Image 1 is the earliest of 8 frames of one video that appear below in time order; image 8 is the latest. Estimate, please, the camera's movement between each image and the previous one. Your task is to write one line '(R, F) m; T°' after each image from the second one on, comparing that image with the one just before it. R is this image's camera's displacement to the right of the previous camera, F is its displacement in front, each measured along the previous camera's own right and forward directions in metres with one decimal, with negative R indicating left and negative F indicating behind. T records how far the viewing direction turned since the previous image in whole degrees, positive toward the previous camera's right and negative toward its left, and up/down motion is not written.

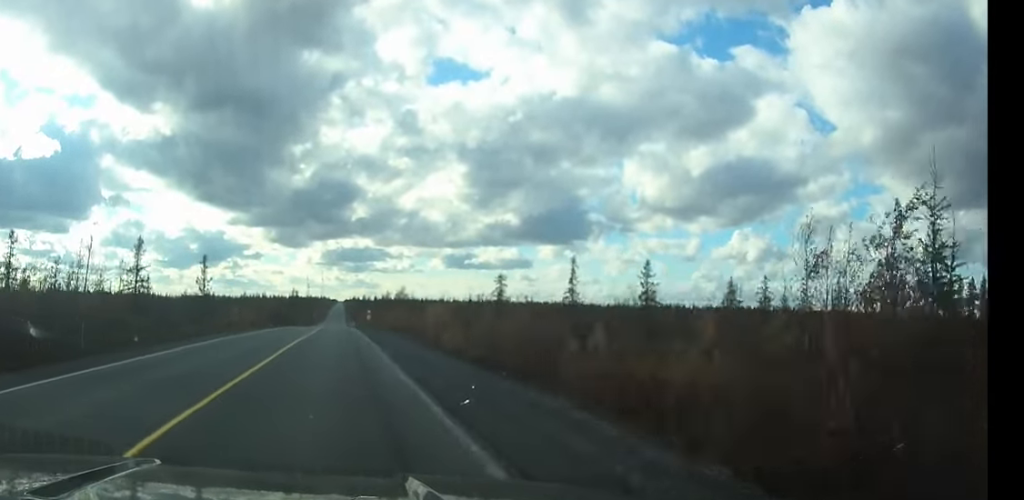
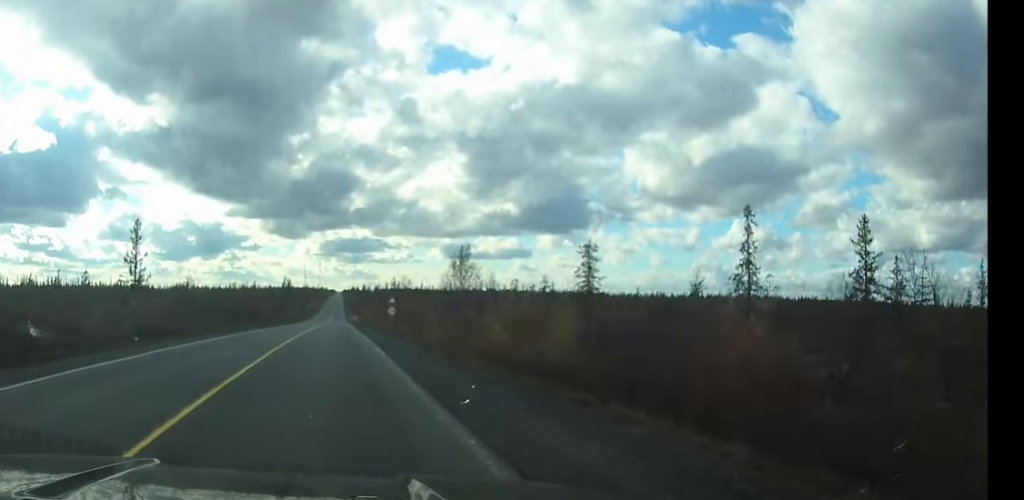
(0.0, +44.4) m; 0°
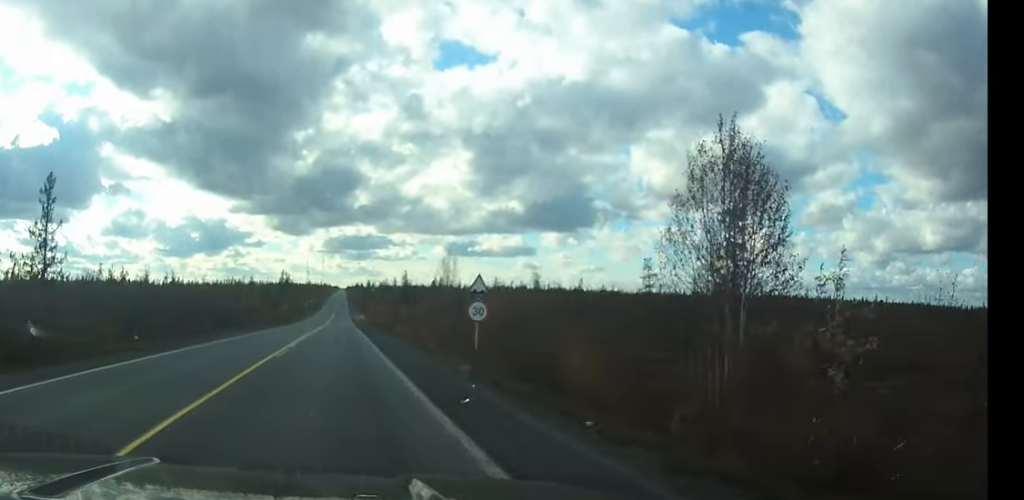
(0.0, +30.6) m; 0°
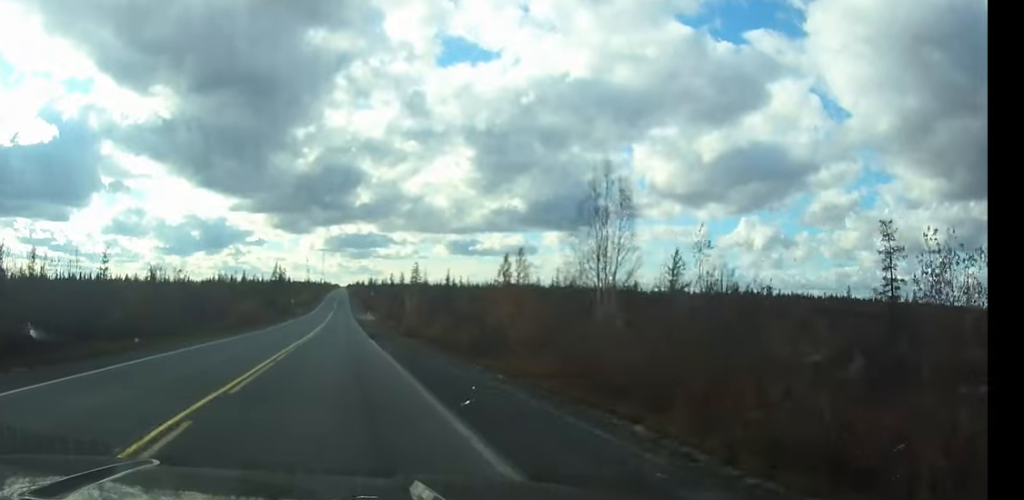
(0.0, +30.7) m; 0°
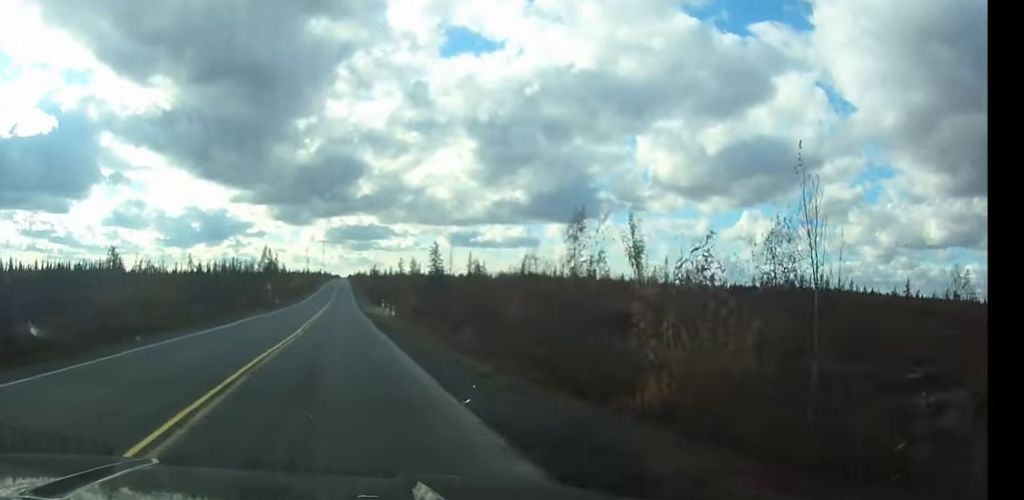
(0.0, +37.6) m; 0°
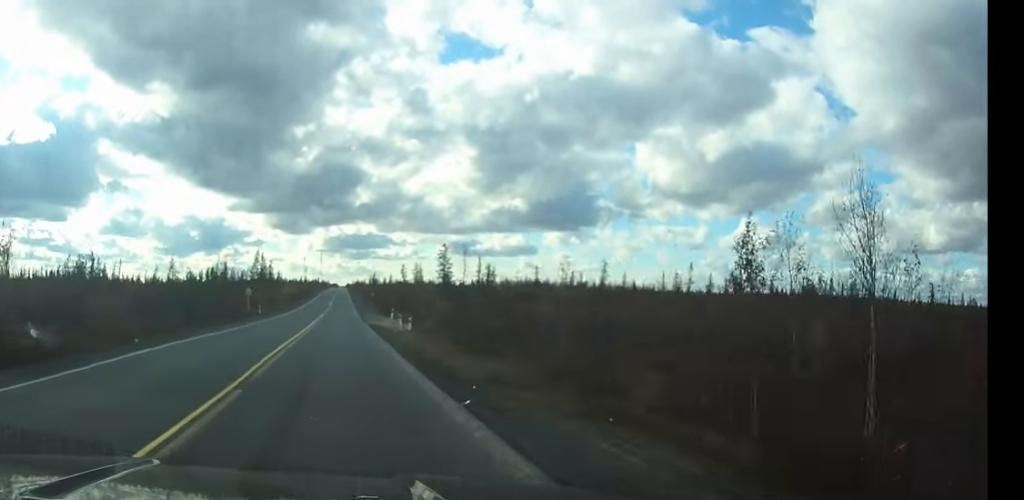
(0.0, +15.0) m; 0°
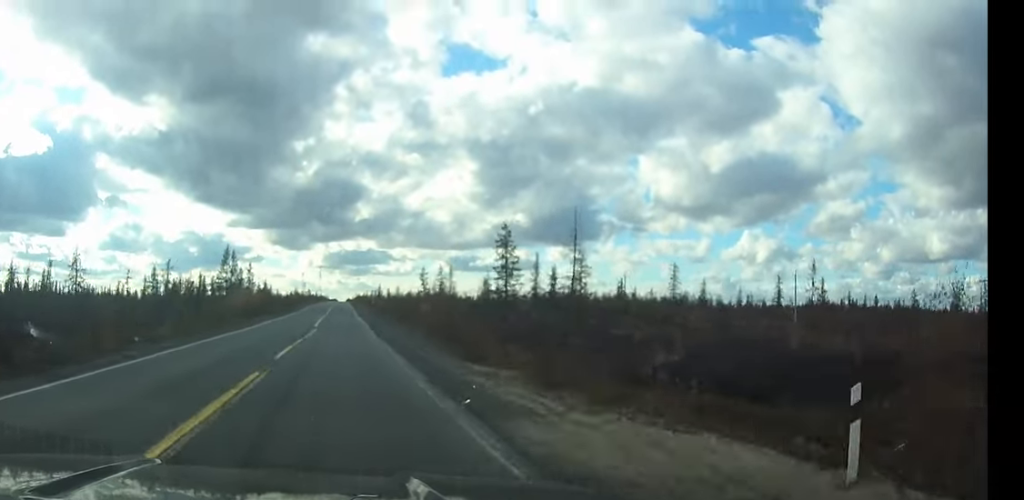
(+0.1, +52.2) m; 0°
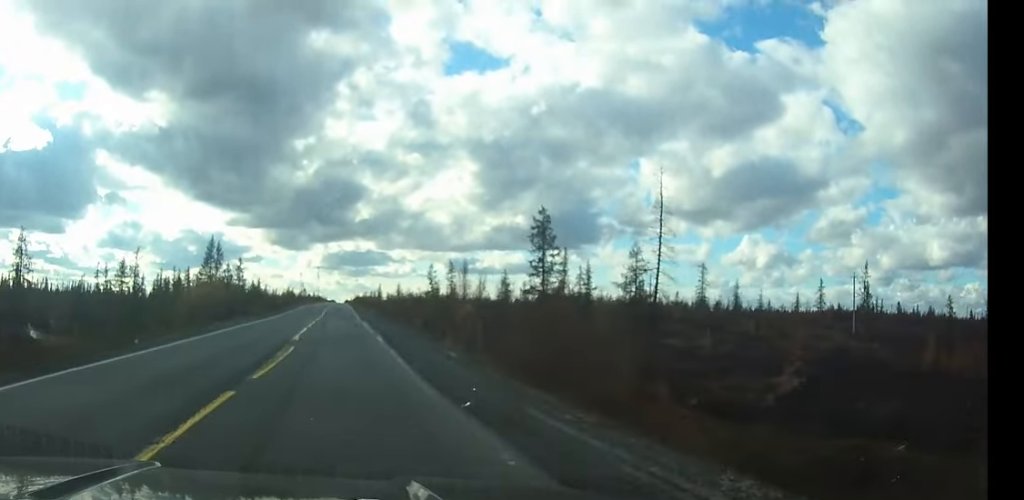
(0.0, +16.7) m; 0°
